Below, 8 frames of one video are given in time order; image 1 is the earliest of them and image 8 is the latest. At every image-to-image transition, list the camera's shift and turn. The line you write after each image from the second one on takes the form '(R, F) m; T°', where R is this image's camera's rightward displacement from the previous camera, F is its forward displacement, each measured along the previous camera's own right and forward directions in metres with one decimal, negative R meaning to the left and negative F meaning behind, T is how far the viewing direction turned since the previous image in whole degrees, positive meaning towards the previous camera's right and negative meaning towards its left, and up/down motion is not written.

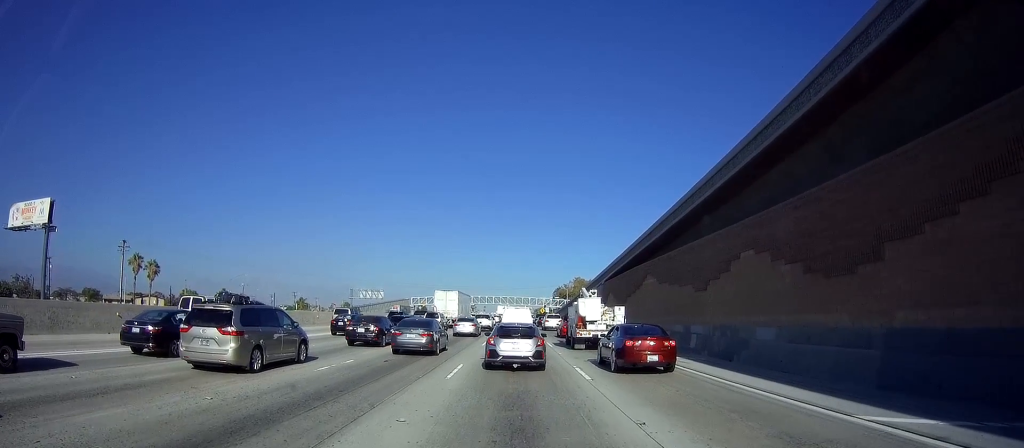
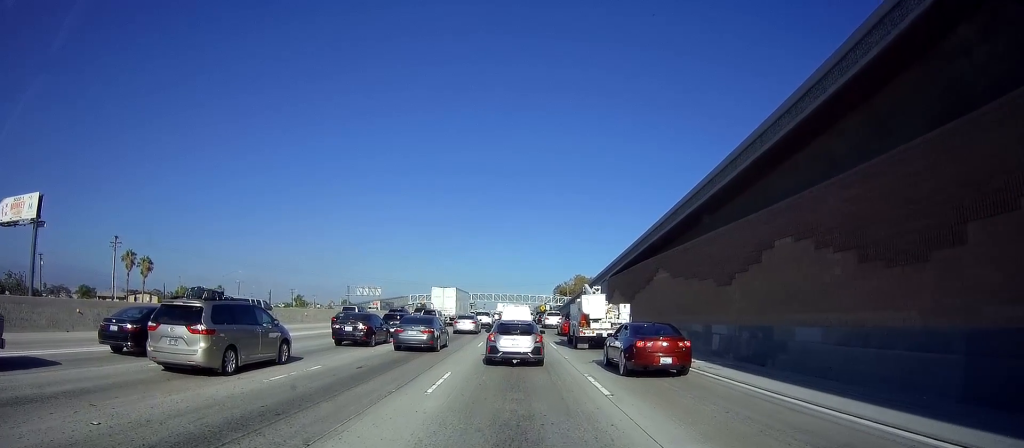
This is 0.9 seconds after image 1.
(+0.1, +3.4) m; +1°
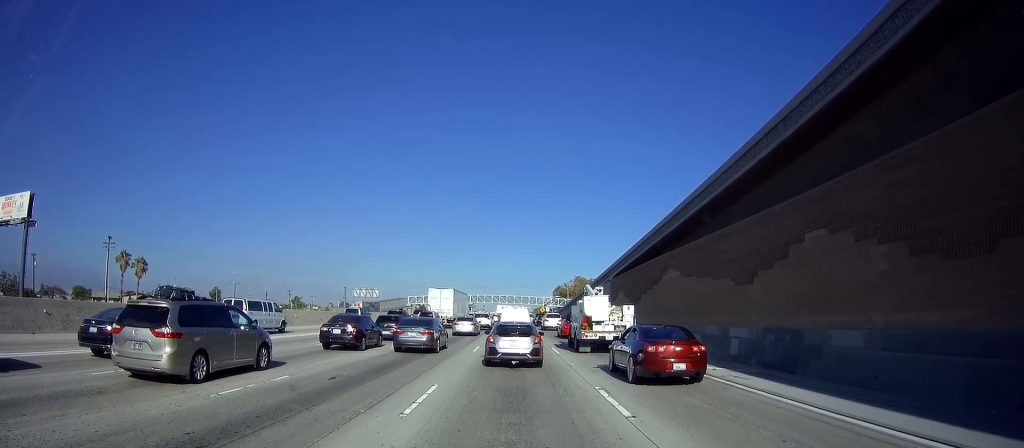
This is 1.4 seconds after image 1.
(+0.1, +2.4) m; +1°
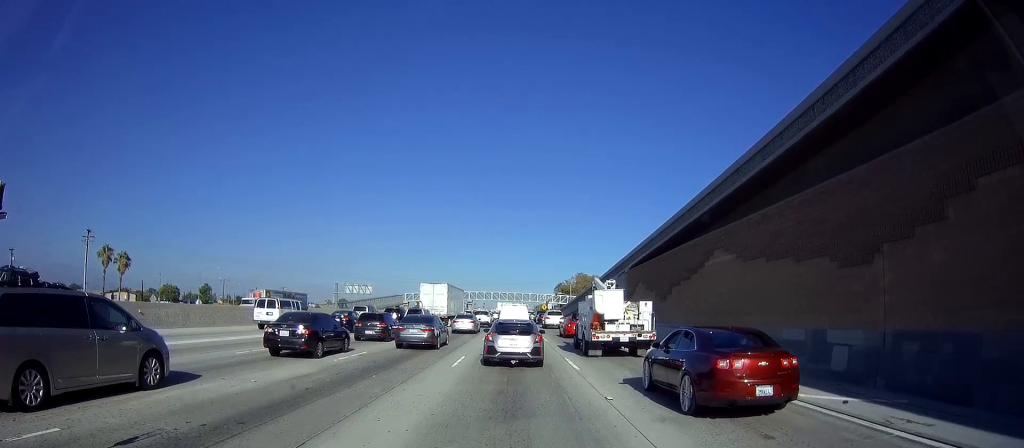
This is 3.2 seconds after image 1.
(-0.4, +7.8) m; 0°
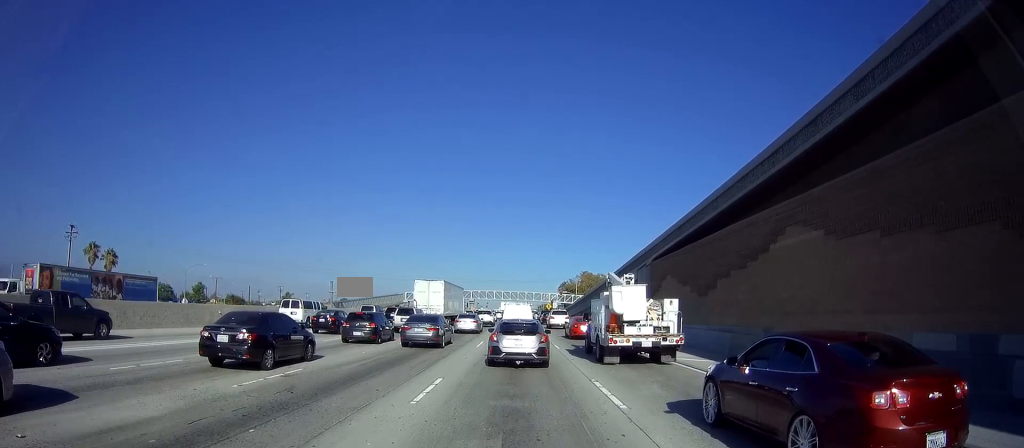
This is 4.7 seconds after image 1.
(+0.2, +6.4) m; 0°
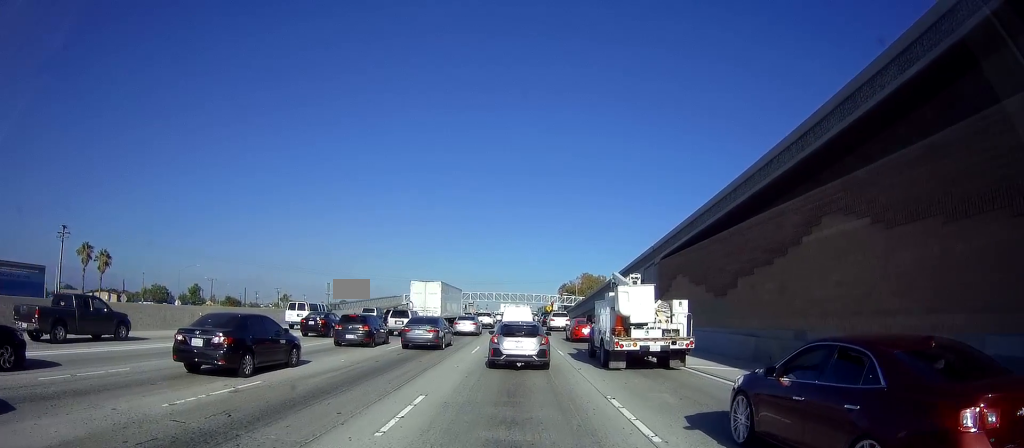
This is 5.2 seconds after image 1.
(-0.1, +2.3) m; -1°
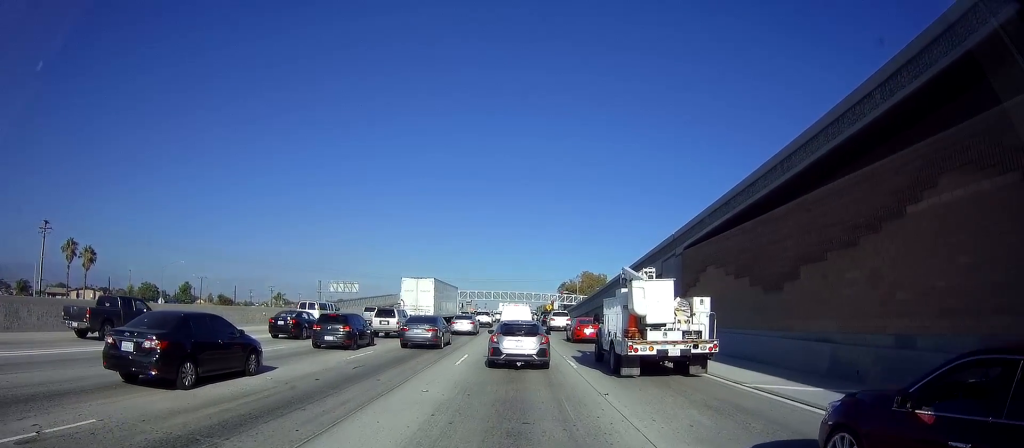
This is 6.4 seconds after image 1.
(+0.1, +4.8) m; +3°
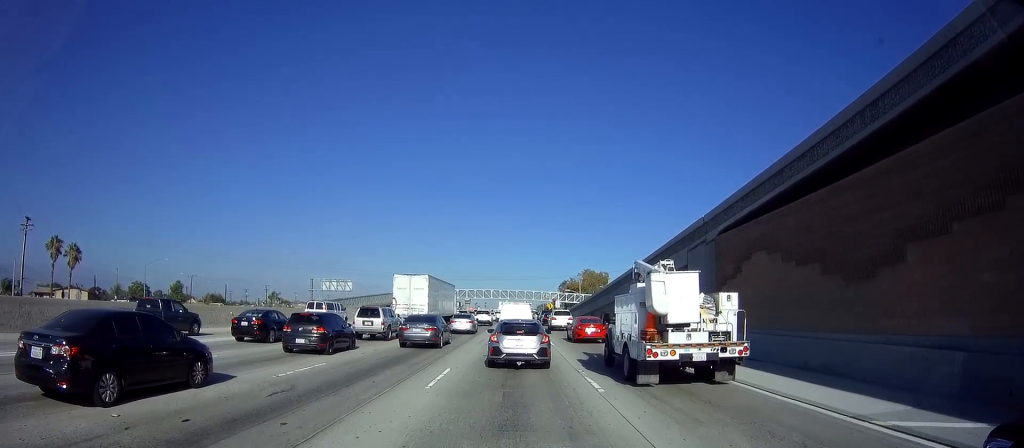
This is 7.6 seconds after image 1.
(+0.1, +5.1) m; +1°
